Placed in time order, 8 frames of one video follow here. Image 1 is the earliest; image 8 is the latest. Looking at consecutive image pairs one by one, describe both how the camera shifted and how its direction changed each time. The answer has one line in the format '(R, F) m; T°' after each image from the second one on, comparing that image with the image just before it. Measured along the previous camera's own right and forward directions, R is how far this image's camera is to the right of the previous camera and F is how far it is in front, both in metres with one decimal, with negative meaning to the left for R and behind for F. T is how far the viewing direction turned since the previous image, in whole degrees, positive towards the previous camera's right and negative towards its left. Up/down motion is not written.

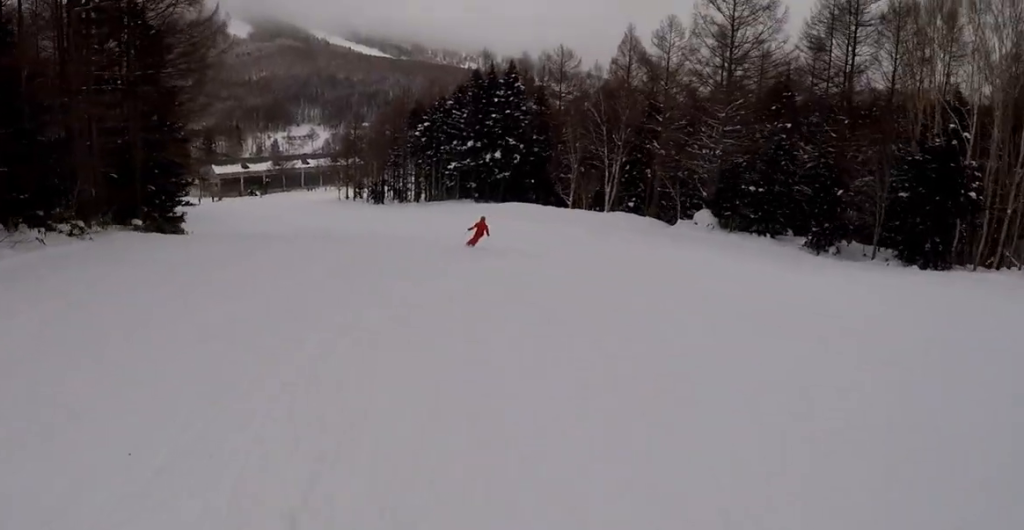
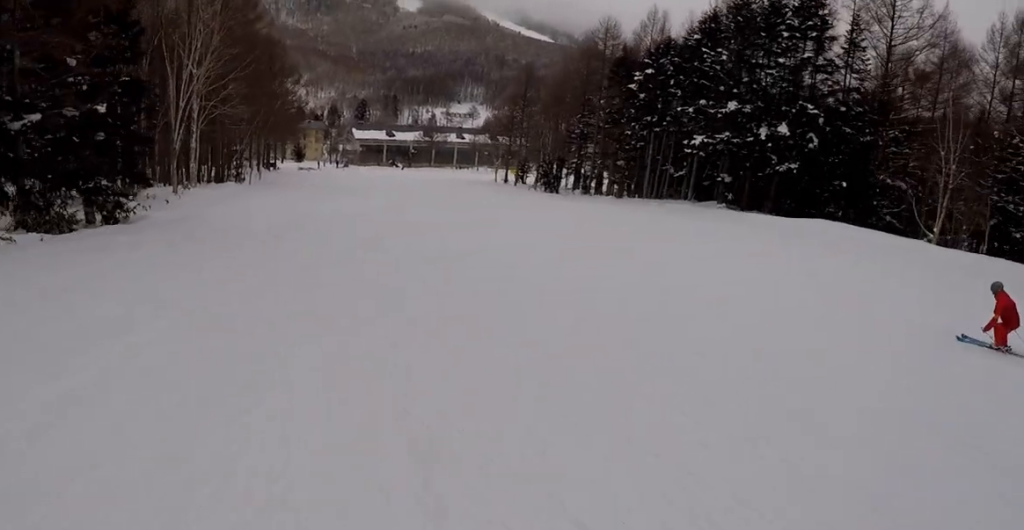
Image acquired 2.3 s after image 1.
(-5.5, +34.5) m; -21°
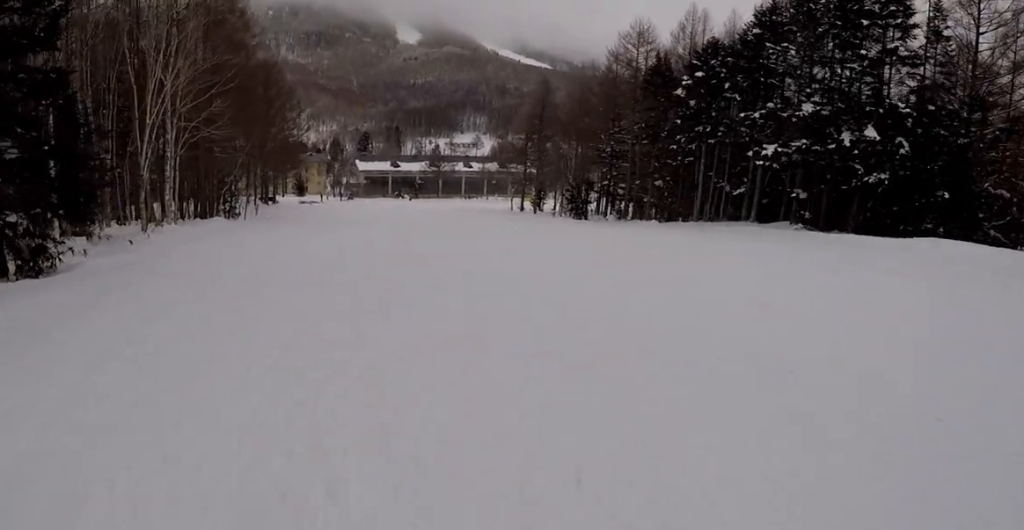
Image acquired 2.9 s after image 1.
(-0.6, +8.2) m; -6°
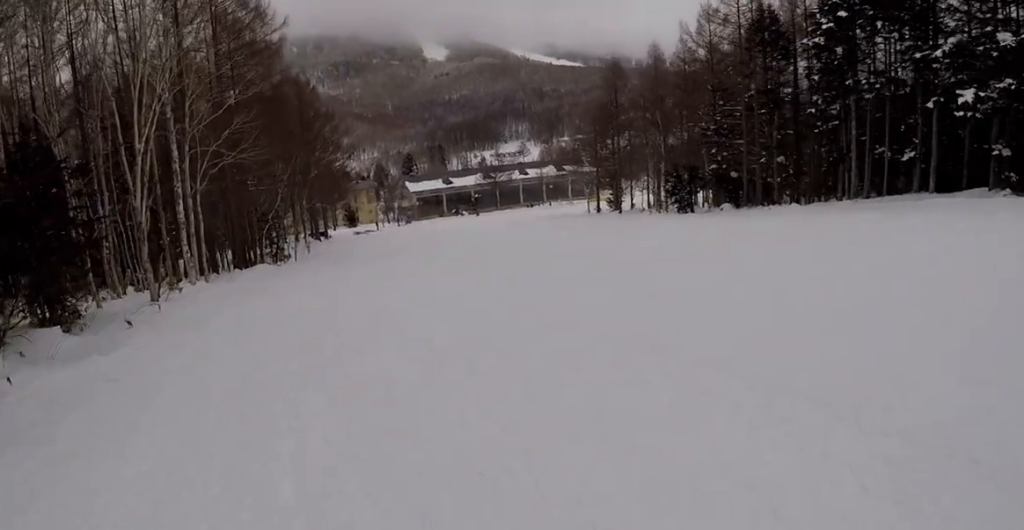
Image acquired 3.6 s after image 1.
(-0.7, +10.8) m; -1°
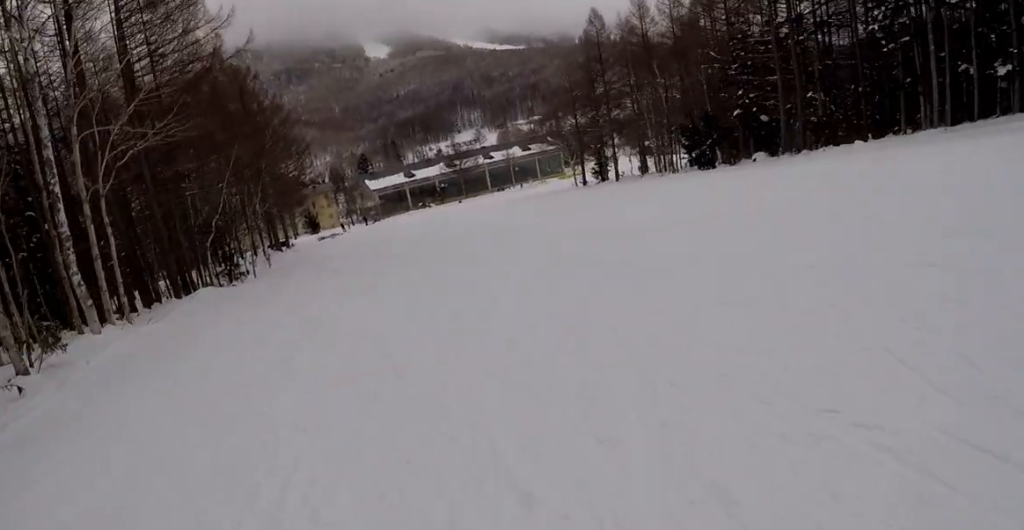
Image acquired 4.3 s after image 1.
(-0.3, +9.9) m; +4°
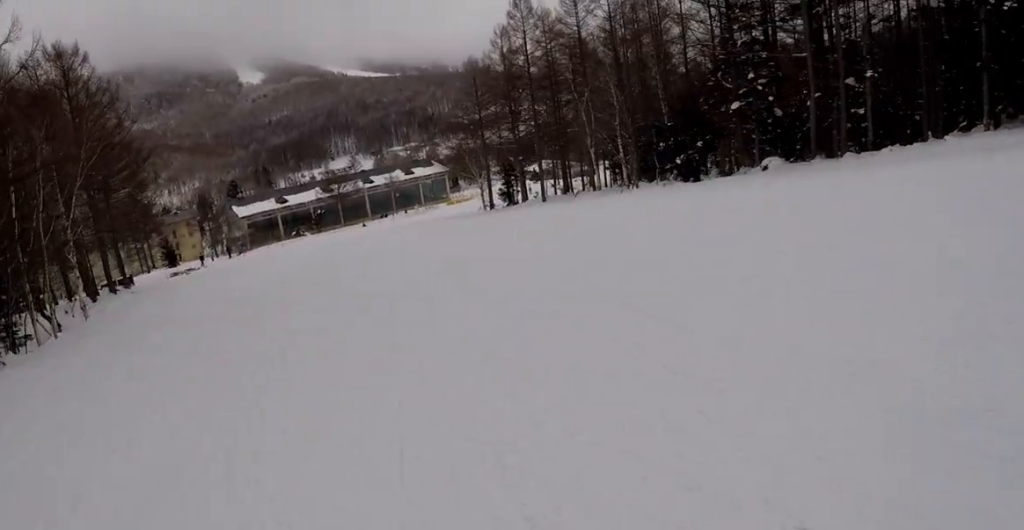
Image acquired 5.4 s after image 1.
(+2.5, +16.0) m; +12°
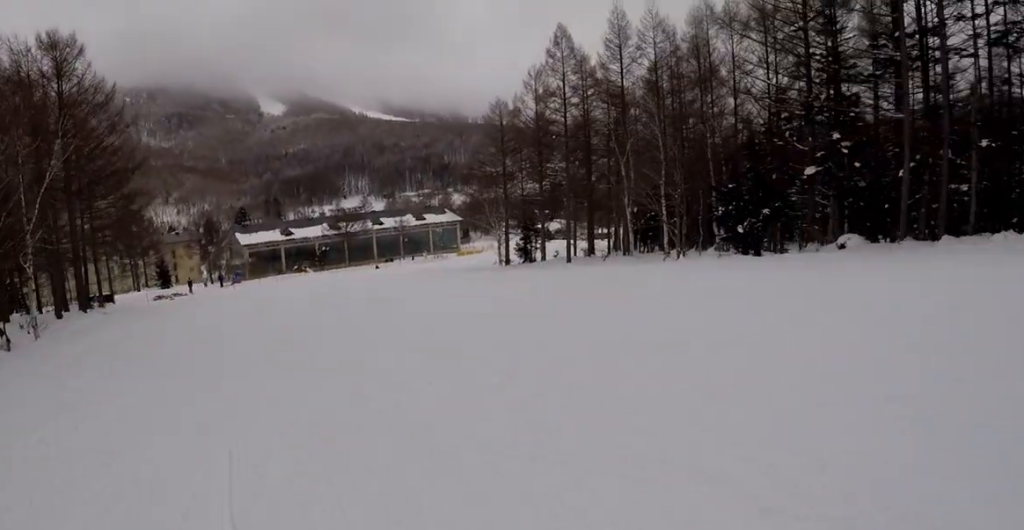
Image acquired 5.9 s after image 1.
(+0.5, +6.2) m; +1°
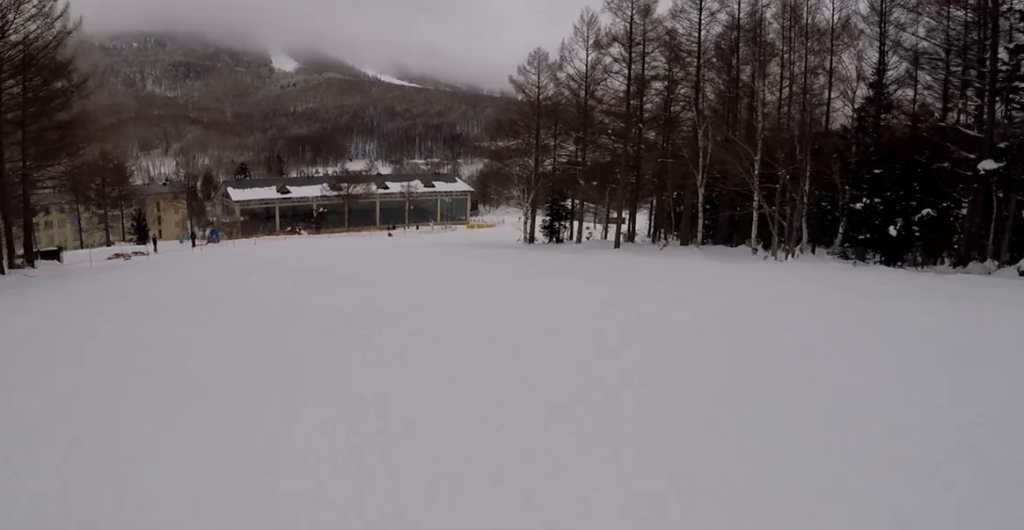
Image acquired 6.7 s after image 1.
(-0.2, +11.0) m; +1°
